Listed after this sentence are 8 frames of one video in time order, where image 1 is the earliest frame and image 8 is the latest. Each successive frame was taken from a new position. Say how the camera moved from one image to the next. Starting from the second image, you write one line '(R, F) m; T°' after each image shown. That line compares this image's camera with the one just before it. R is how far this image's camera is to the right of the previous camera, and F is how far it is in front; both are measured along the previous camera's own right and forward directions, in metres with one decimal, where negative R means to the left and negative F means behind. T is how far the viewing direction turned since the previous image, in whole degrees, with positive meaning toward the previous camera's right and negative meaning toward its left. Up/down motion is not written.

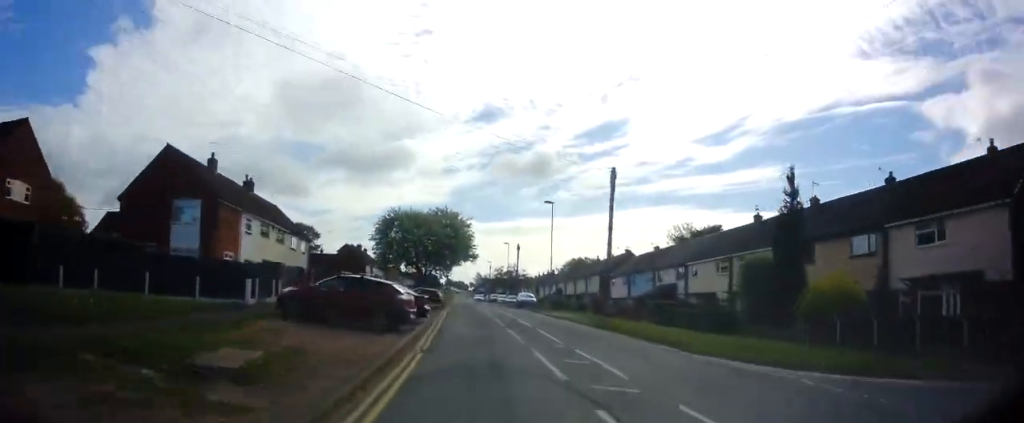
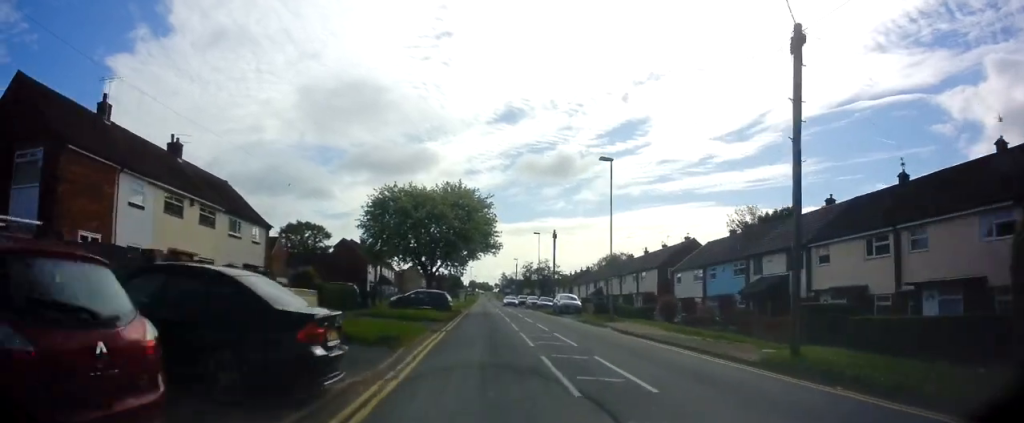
(-0.6, +13.8) m; -4°
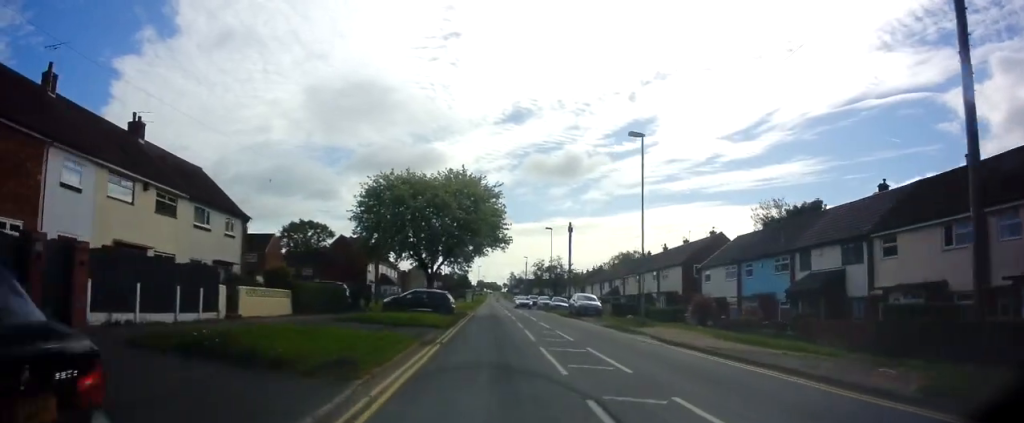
(0.0, +4.6) m; 0°
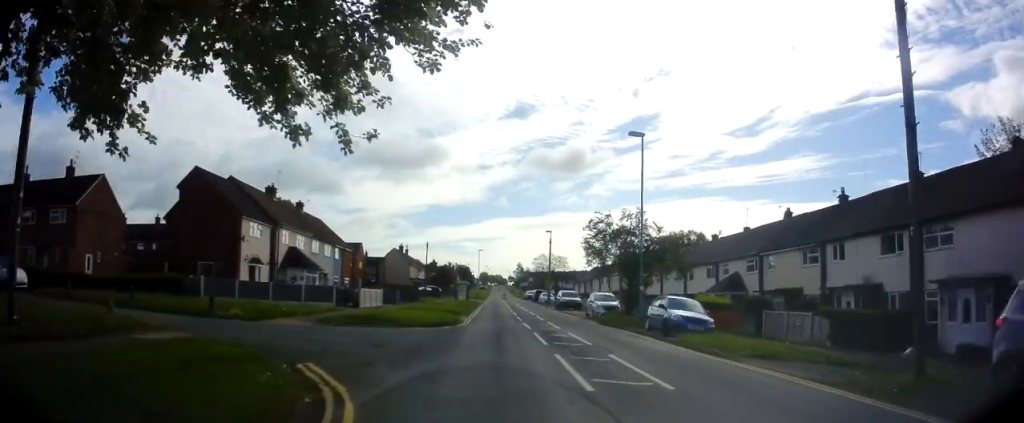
(+0.4, +34.2) m; +1°
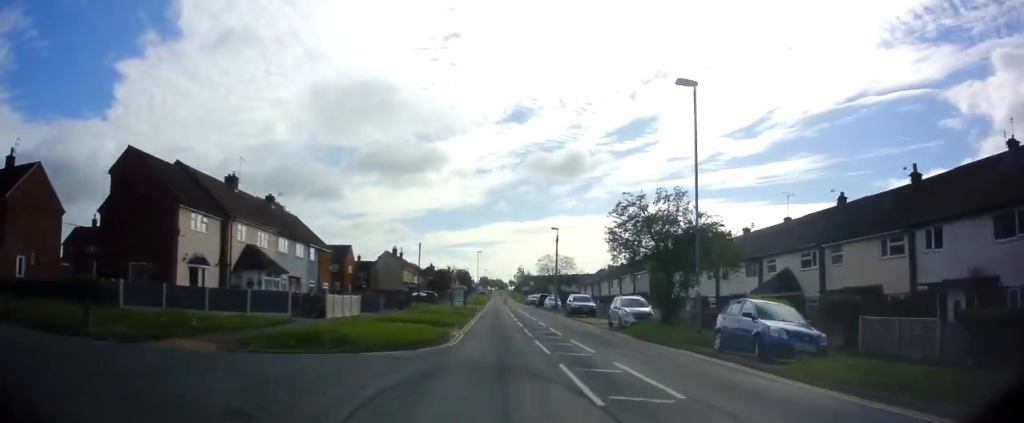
(0.0, +6.9) m; 0°
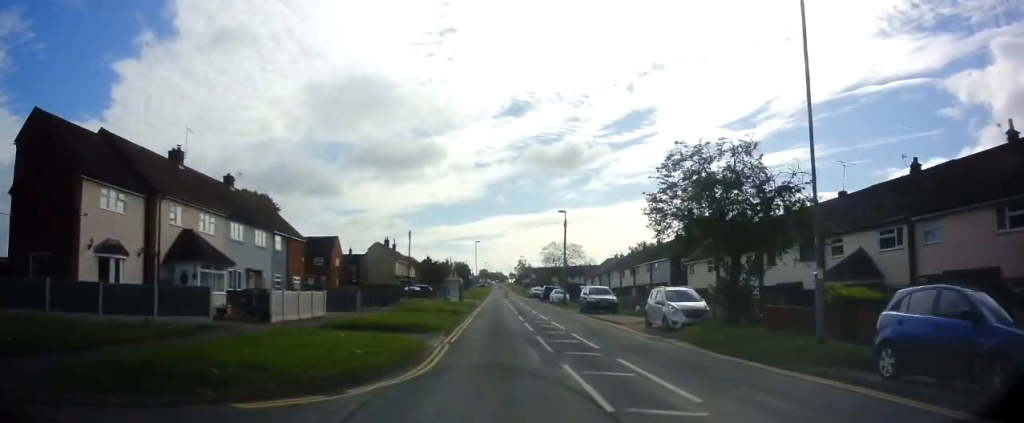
(-0.1, +6.9) m; 0°
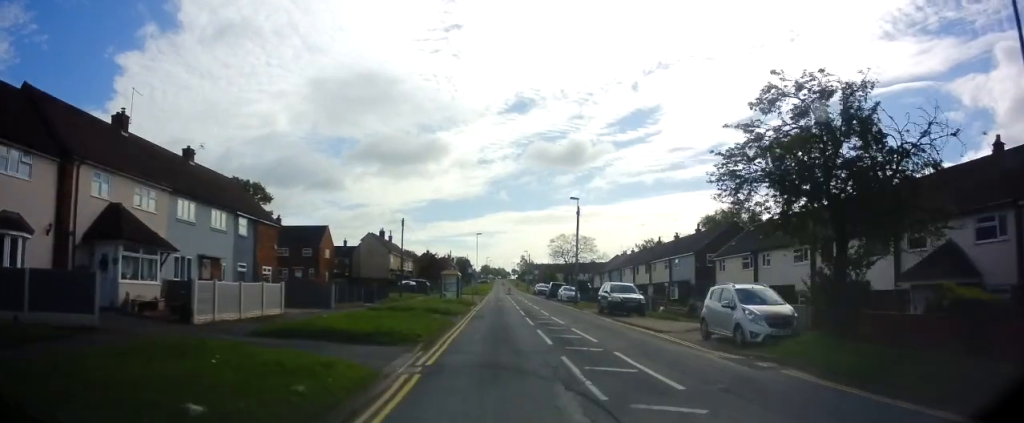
(0.0, +5.7) m; 0°
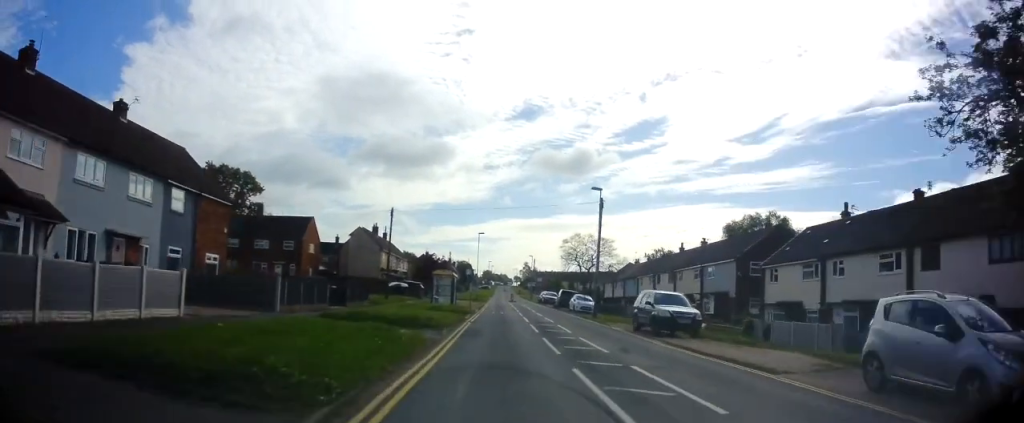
(+0.1, +7.5) m; -1°
